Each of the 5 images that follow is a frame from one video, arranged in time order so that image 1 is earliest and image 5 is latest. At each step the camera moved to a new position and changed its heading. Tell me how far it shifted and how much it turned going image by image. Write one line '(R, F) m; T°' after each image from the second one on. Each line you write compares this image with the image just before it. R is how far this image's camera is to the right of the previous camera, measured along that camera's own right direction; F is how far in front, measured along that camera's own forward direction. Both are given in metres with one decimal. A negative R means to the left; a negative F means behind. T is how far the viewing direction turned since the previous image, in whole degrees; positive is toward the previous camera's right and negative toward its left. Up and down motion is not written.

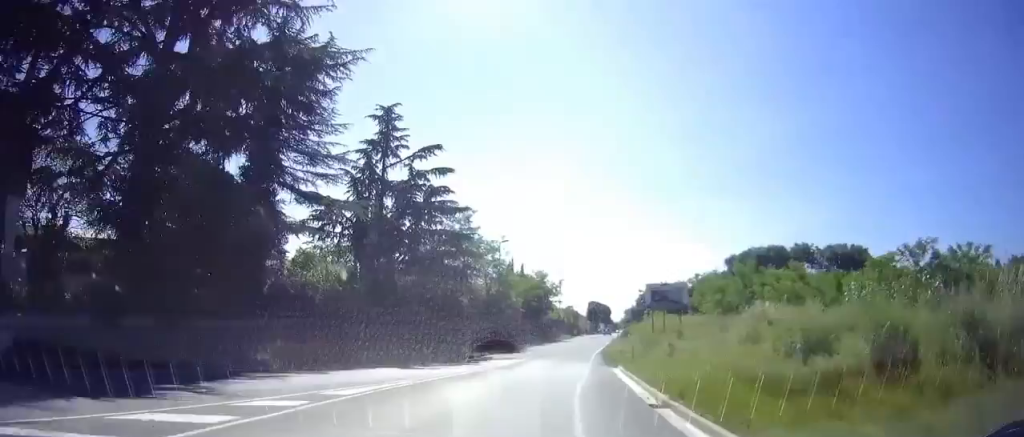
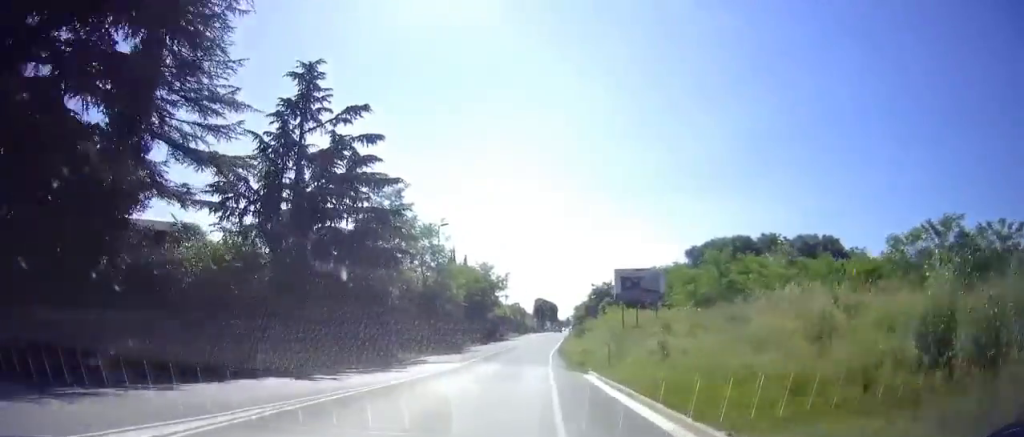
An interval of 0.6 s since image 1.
(+0.4, +6.5) m; +4°
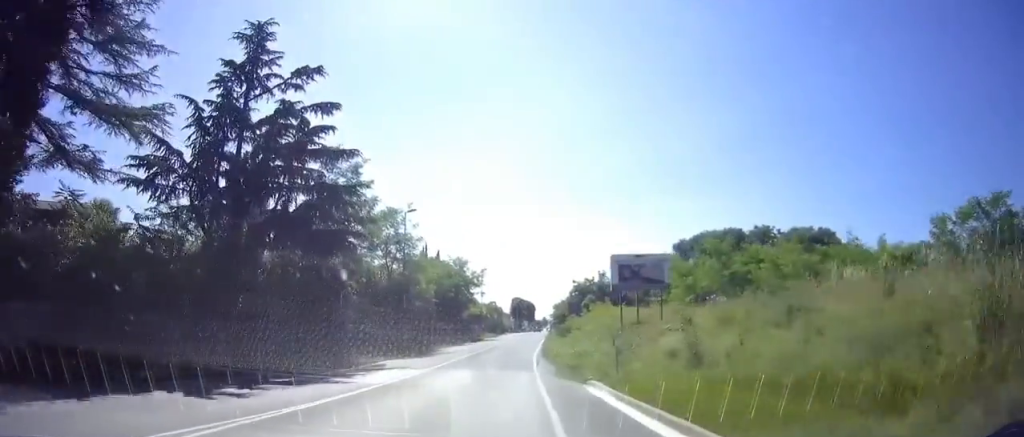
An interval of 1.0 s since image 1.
(0.0, +4.9) m; +2°
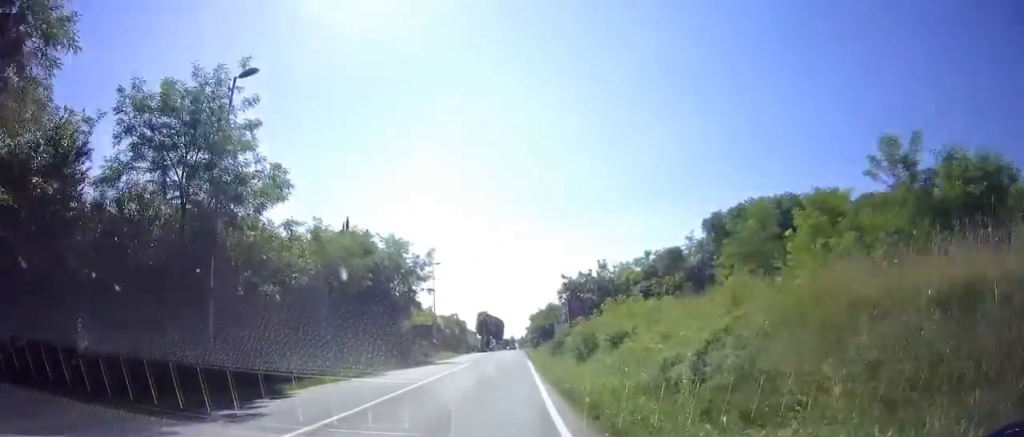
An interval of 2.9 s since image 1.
(+2.0, +23.2) m; +8°
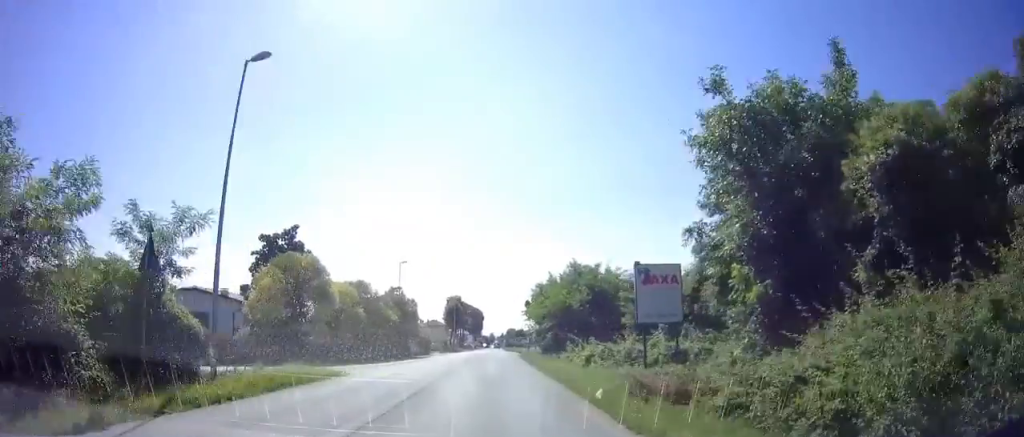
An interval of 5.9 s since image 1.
(+0.5, +41.7) m; +2°
